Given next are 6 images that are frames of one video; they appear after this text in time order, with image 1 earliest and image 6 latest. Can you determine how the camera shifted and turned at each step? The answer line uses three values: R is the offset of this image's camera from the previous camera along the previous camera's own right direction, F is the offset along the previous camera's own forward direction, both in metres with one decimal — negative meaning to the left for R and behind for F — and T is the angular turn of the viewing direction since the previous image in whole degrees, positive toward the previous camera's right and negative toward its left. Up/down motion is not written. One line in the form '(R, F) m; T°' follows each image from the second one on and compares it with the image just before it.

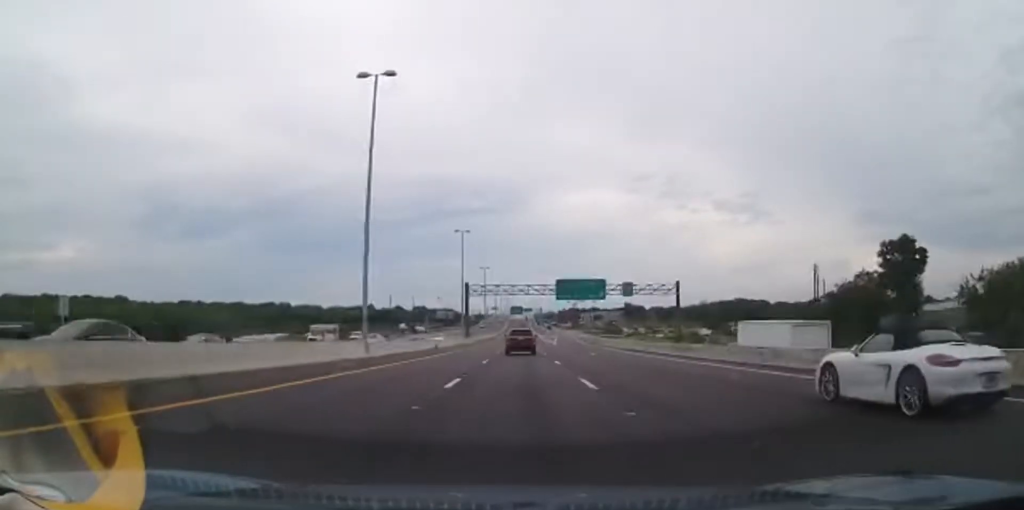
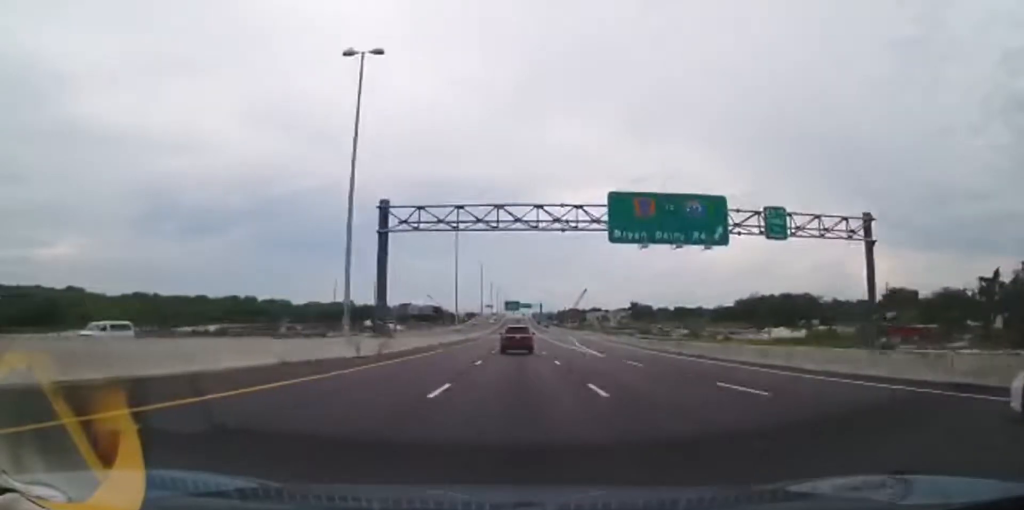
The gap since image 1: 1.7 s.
(-0.2, +51.4) m; 0°
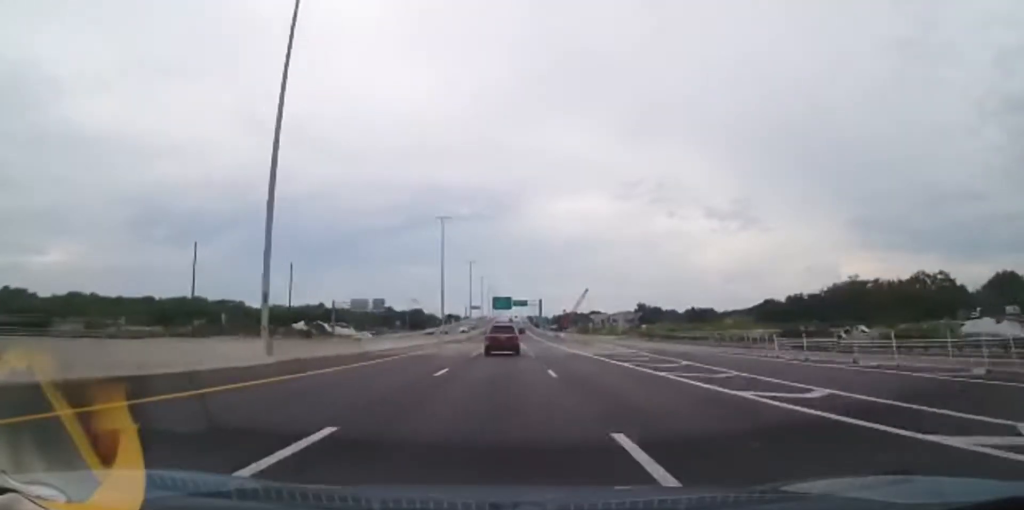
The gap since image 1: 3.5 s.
(+0.3, +56.1) m; 0°
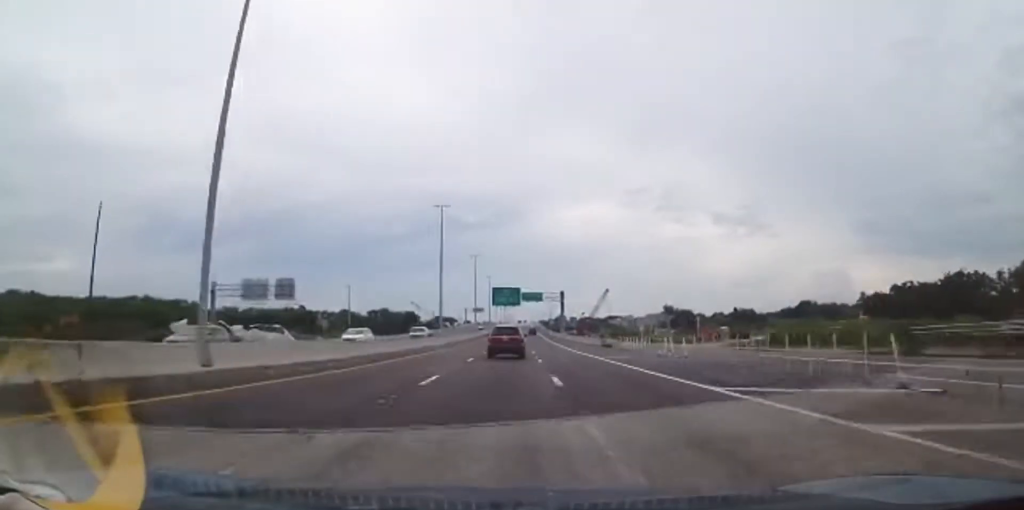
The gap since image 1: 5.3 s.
(0.0, +55.8) m; 0°
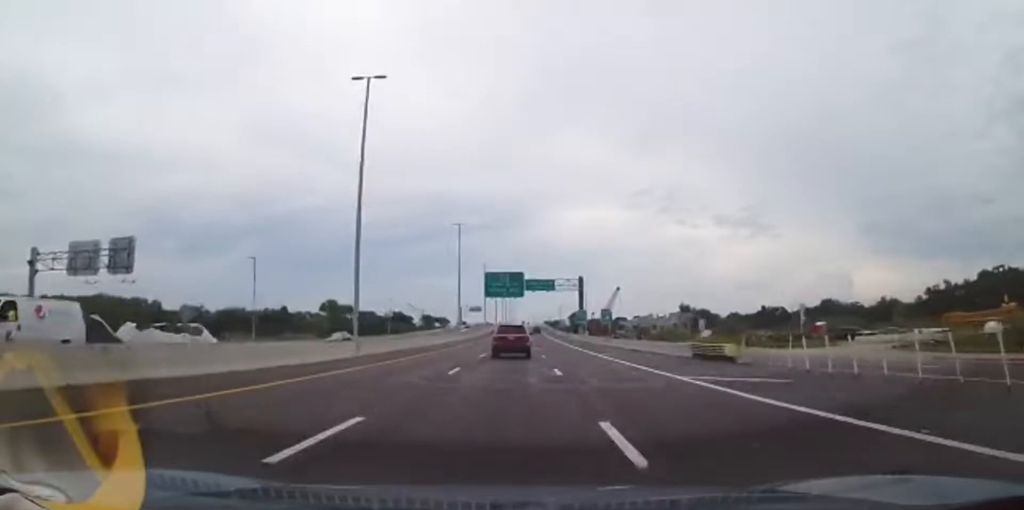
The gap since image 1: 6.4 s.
(-0.2, +33.3) m; -1°
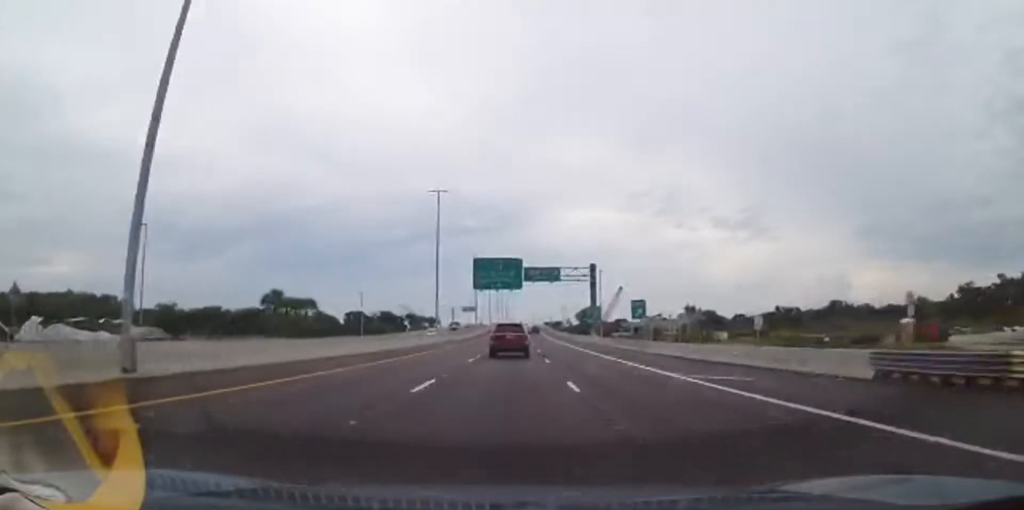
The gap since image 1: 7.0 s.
(-0.1, +18.1) m; 0°
